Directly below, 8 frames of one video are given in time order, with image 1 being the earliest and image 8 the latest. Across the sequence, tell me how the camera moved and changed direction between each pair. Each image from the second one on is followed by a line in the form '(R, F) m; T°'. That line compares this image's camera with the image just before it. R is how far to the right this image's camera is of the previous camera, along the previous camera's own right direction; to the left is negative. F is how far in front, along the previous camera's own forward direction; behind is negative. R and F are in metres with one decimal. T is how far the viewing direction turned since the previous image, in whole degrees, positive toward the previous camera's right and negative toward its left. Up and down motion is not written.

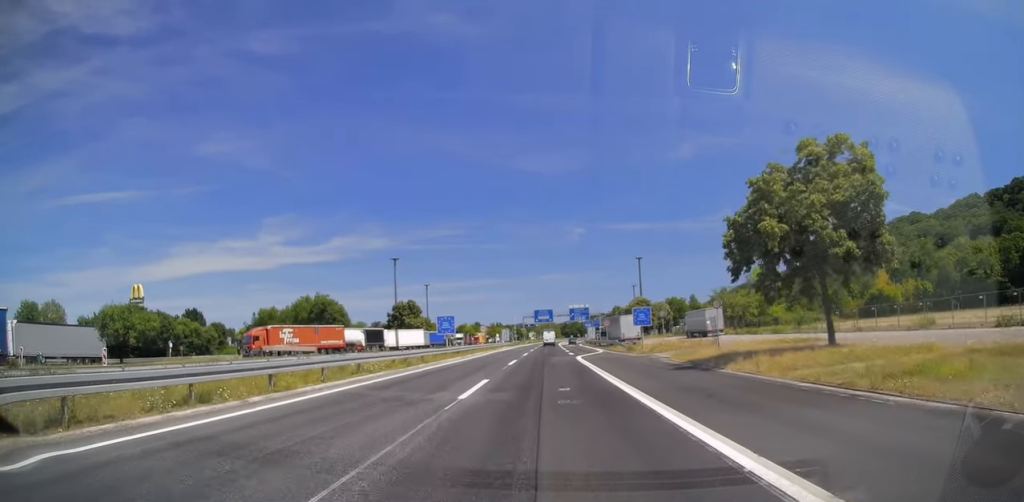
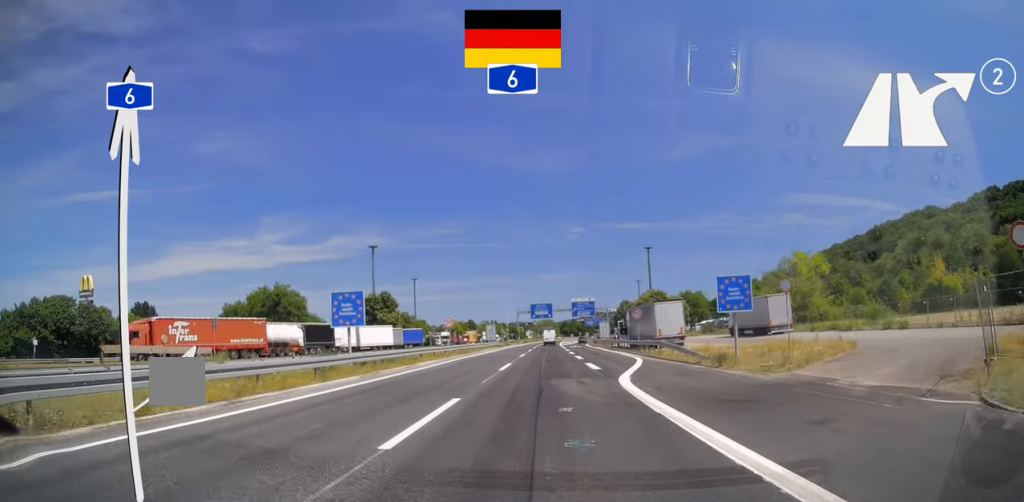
(-0.3, +24.7) m; -1°
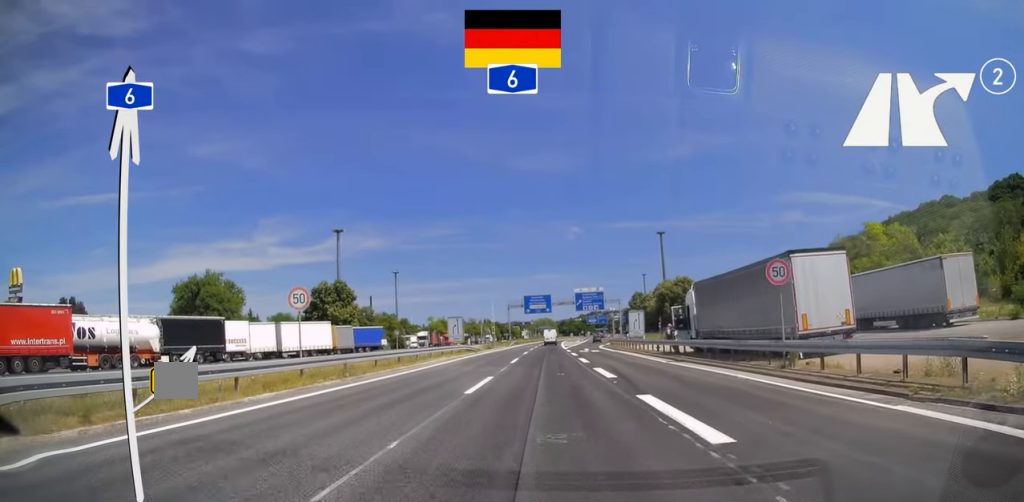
(-0.1, +29.2) m; +1°
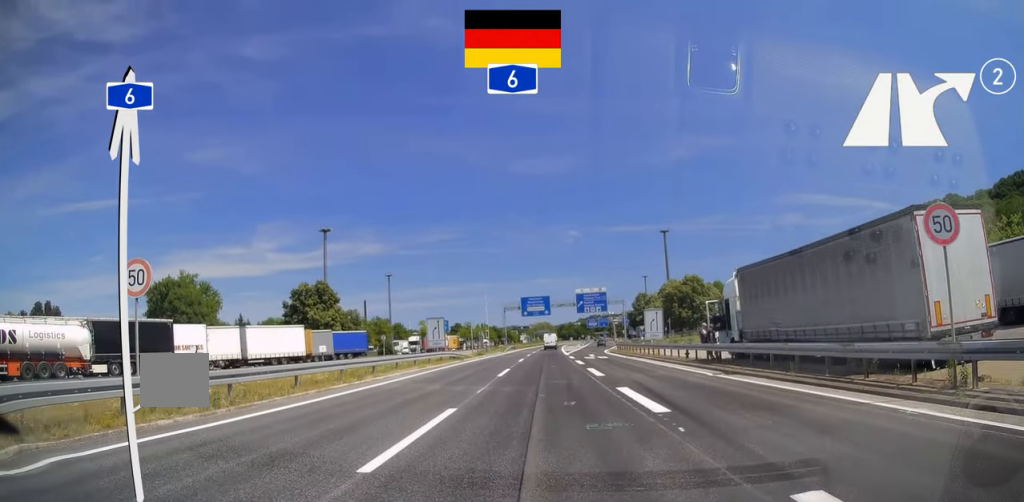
(-0.1, +8.3) m; +1°
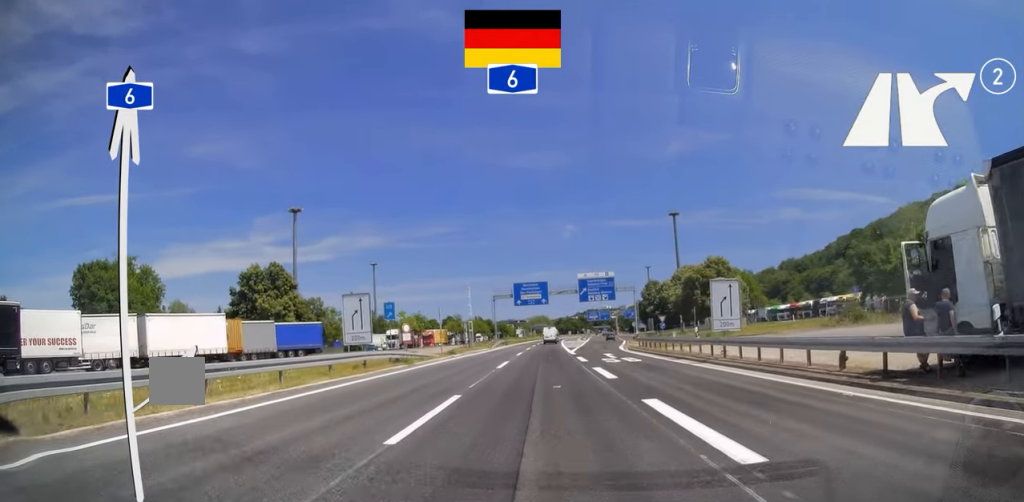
(+0.3, +16.9) m; 0°
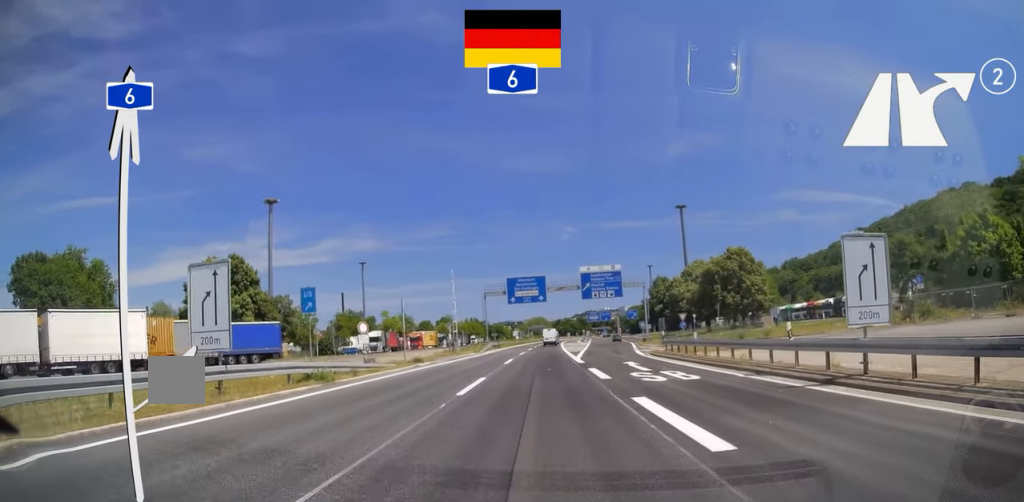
(-0.3, +11.2) m; -1°
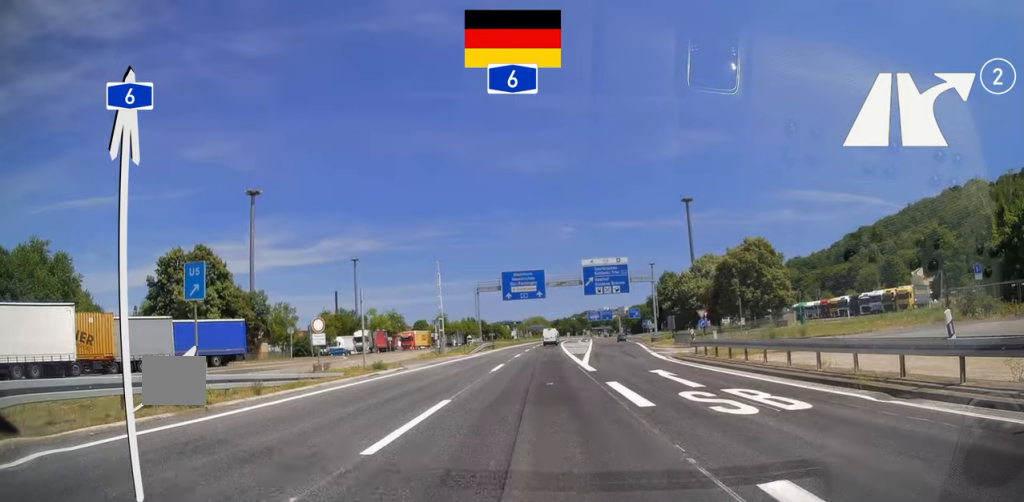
(0.0, +7.6) m; 0°
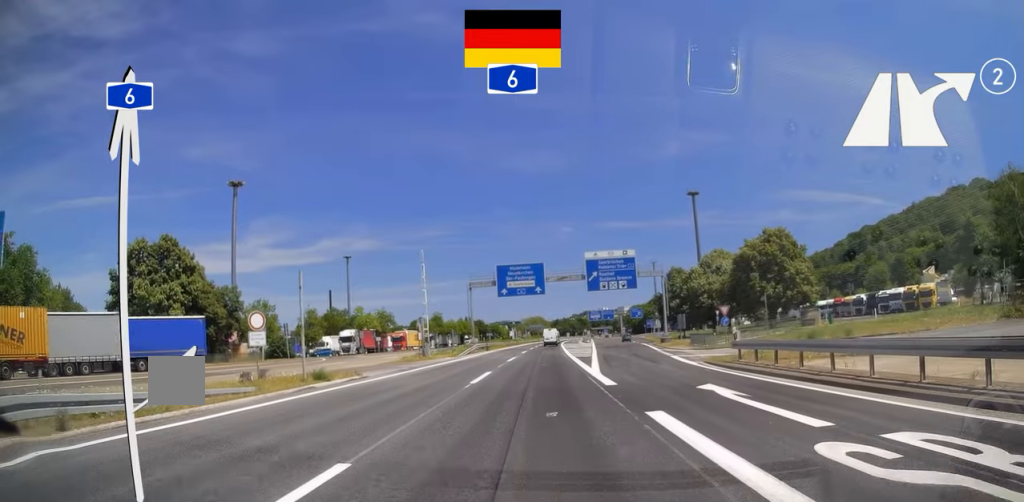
(0.0, +6.8) m; +1°
